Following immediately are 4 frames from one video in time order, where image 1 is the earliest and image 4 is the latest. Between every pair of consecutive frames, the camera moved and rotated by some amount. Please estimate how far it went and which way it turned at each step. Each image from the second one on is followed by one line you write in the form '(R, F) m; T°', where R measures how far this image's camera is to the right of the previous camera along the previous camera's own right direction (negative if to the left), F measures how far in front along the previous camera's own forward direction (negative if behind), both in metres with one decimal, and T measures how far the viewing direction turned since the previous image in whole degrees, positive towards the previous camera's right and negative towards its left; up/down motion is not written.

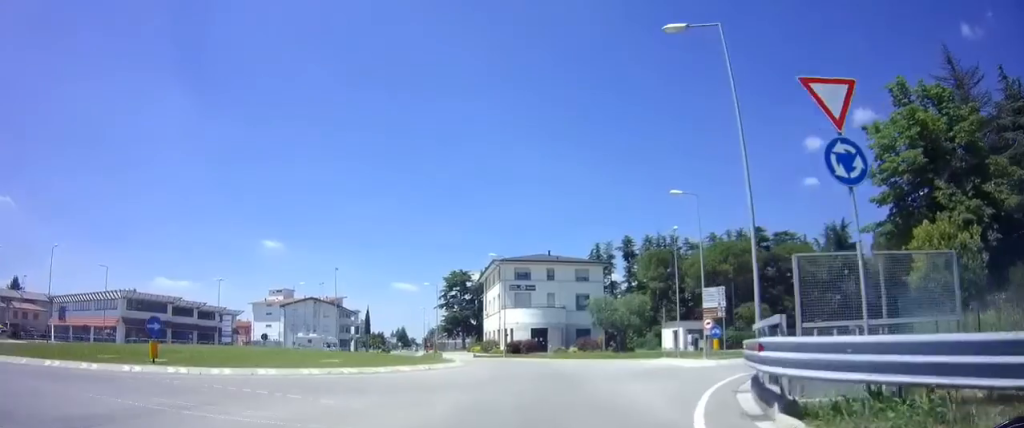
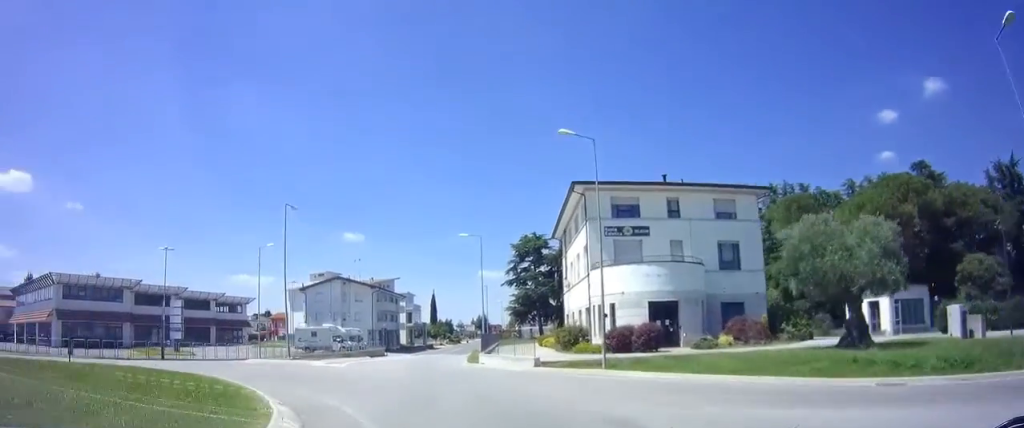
(-1.0, +26.0) m; -12°
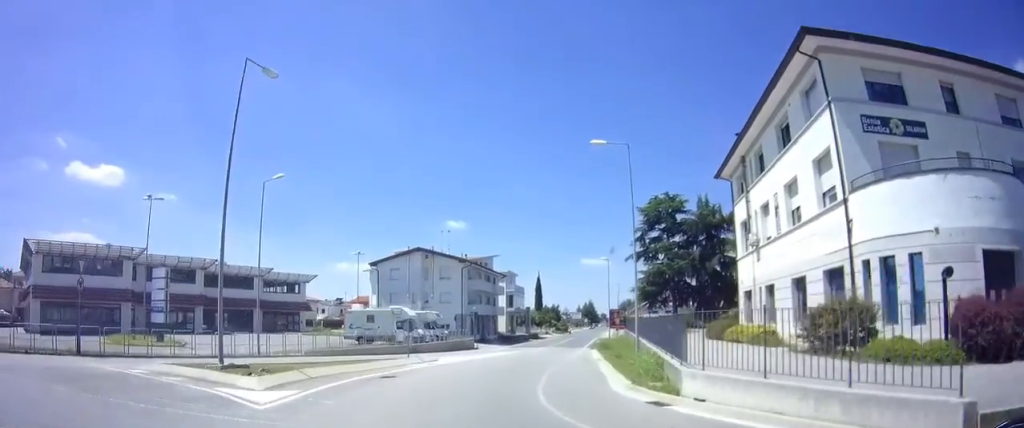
(-2.0, +16.5) m; -8°
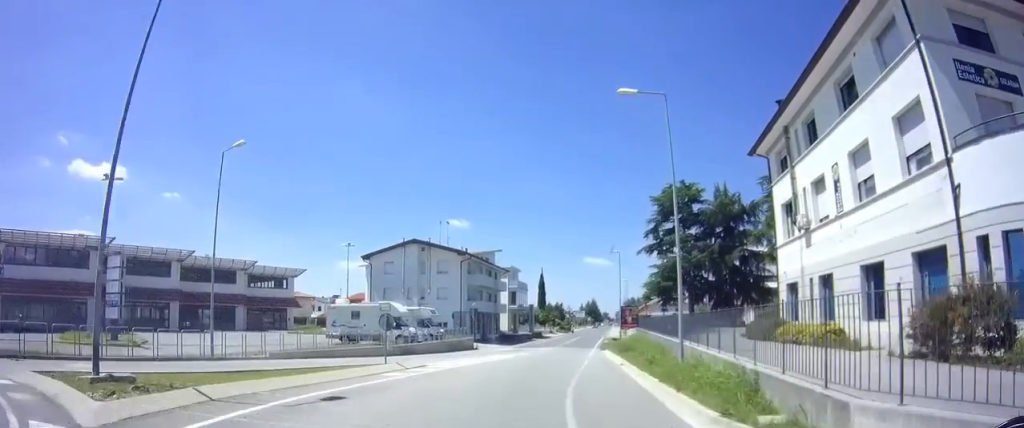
(+0.2, +5.0) m; +1°
